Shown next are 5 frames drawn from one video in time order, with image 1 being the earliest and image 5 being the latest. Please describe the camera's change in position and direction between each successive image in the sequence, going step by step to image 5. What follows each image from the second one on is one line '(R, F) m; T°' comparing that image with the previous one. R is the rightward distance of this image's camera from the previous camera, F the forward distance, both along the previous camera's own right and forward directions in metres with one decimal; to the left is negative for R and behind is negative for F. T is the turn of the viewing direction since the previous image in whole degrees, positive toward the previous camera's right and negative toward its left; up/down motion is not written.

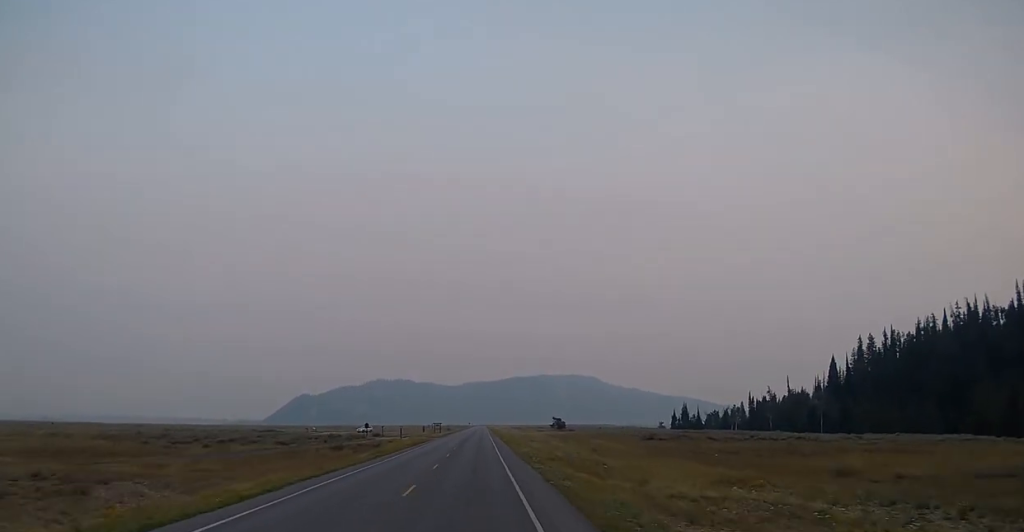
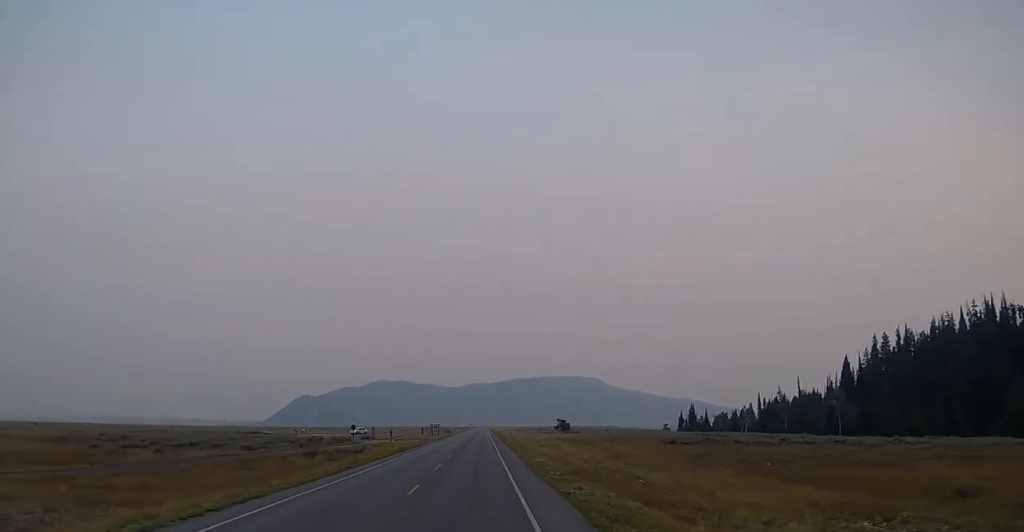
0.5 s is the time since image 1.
(+0.2, +10.5) m; 0°
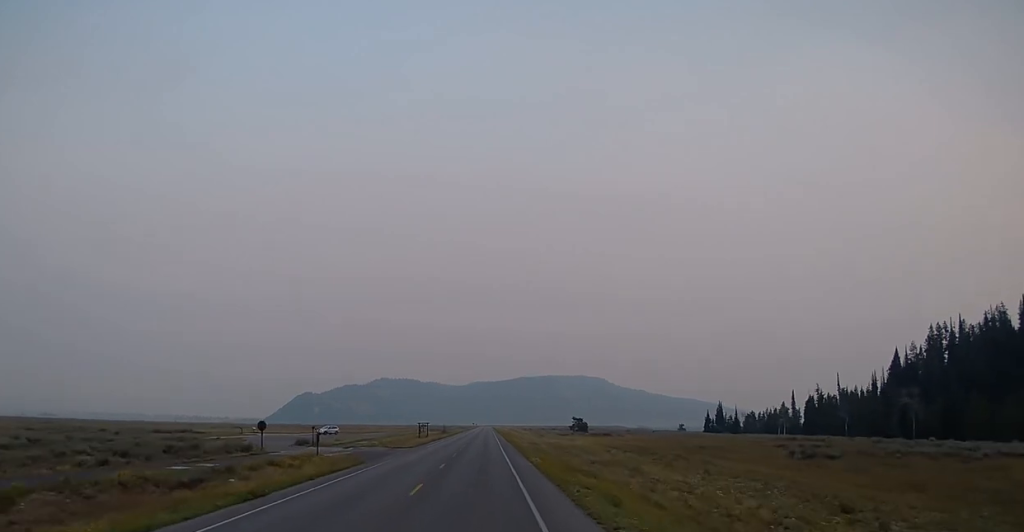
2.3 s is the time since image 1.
(-0.5, +36.5) m; -1°
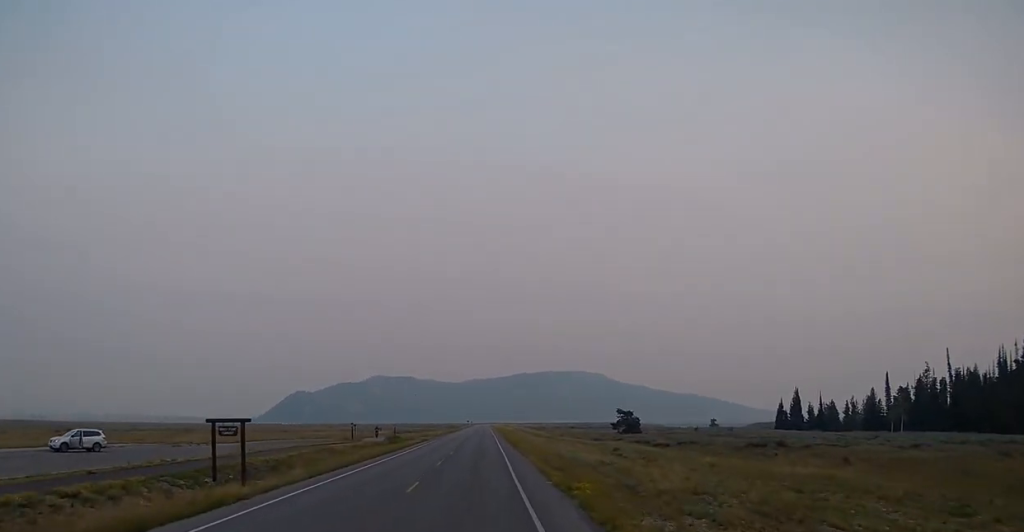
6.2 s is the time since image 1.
(+0.4, +85.3) m; +1°
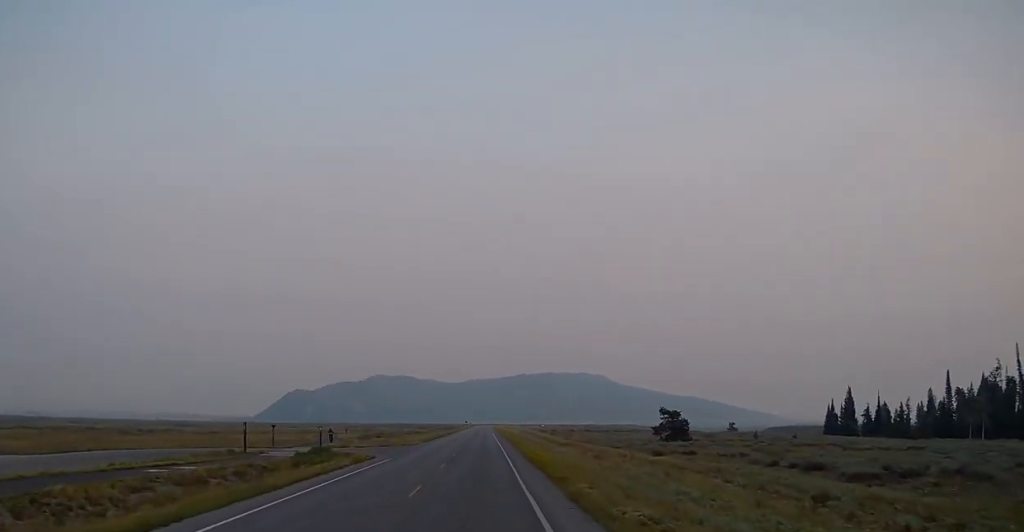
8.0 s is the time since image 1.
(-0.3, +35.8) m; -1°
